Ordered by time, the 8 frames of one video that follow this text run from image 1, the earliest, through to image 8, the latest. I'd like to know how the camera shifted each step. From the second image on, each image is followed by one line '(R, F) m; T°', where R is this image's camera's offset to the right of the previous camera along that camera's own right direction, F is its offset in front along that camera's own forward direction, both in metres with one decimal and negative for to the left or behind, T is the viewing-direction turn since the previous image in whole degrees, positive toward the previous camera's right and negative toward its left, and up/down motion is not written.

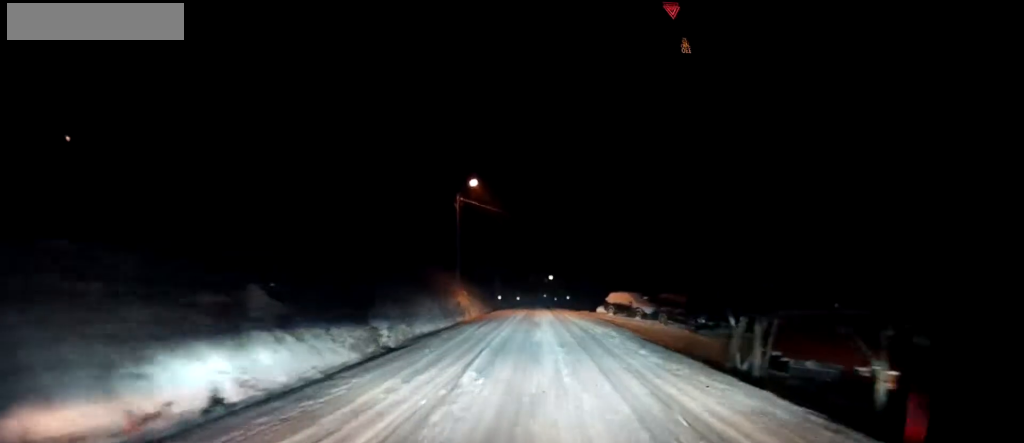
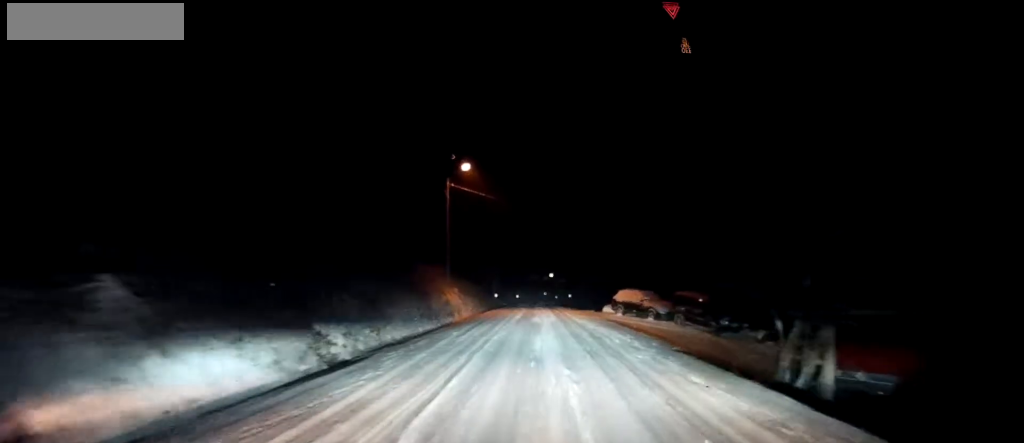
(+0.1, +4.6) m; -1°
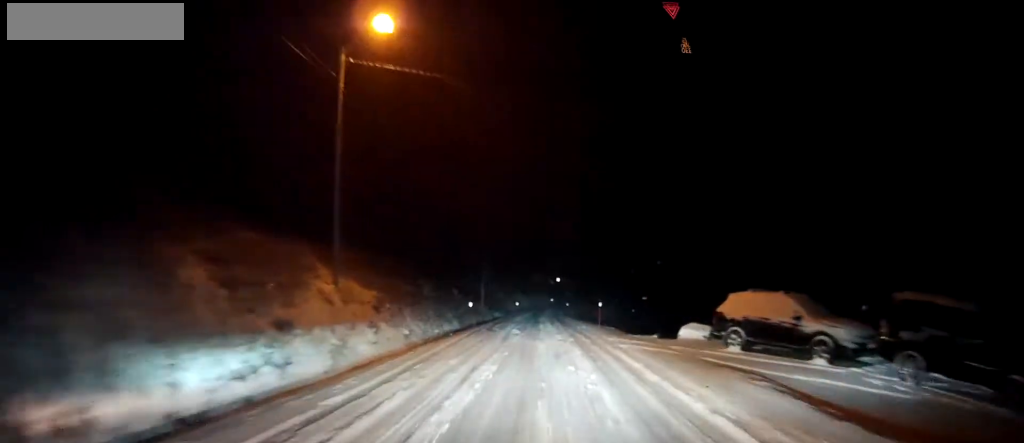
(-0.2, +22.0) m; +1°
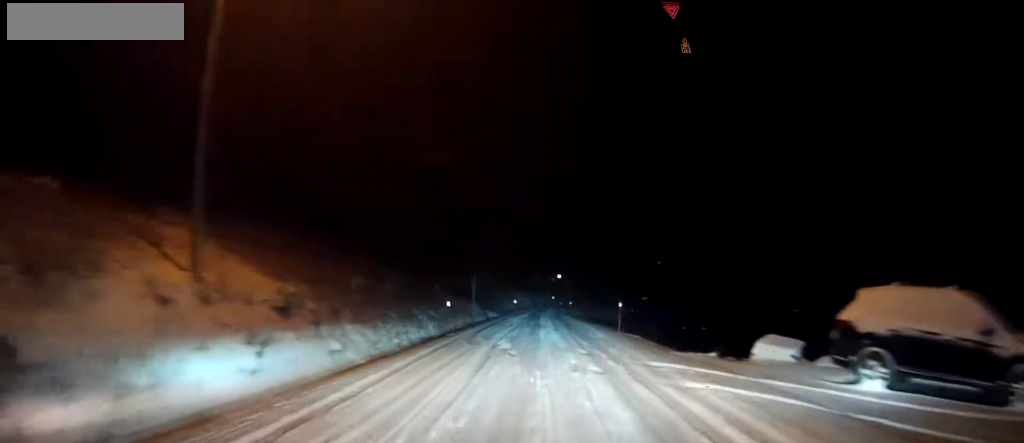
(+0.1, +7.3) m; +1°
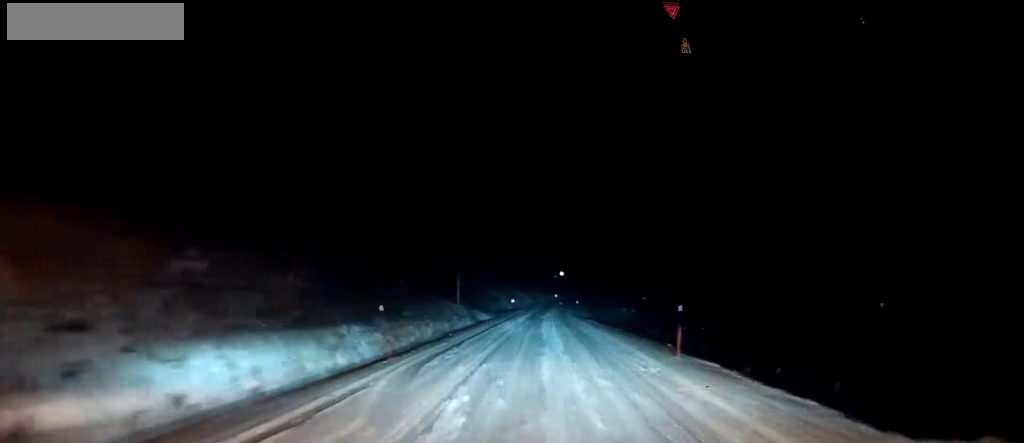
(0.0, +9.6) m; 0°
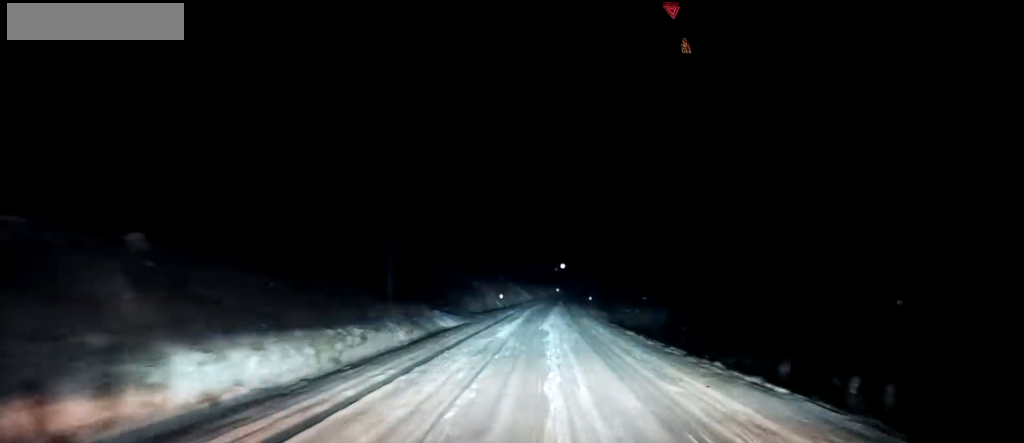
(0.0, +16.9) m; -1°
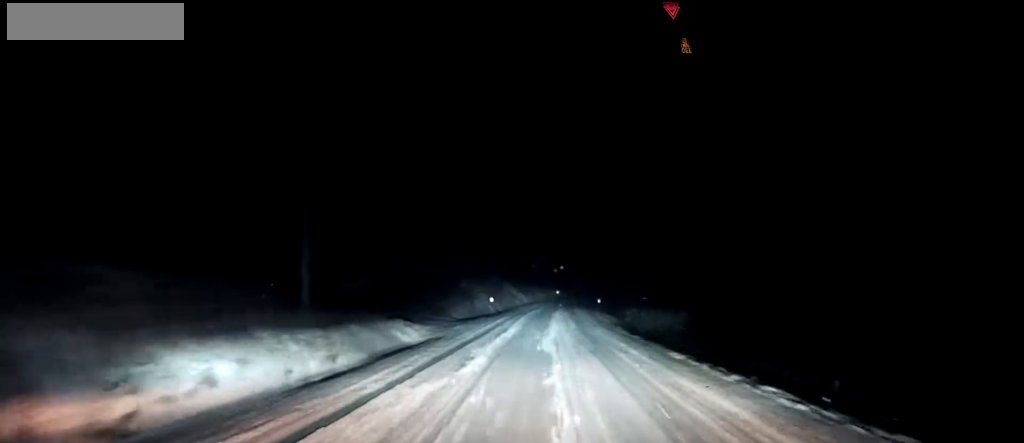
(0.0, +7.3) m; -1°
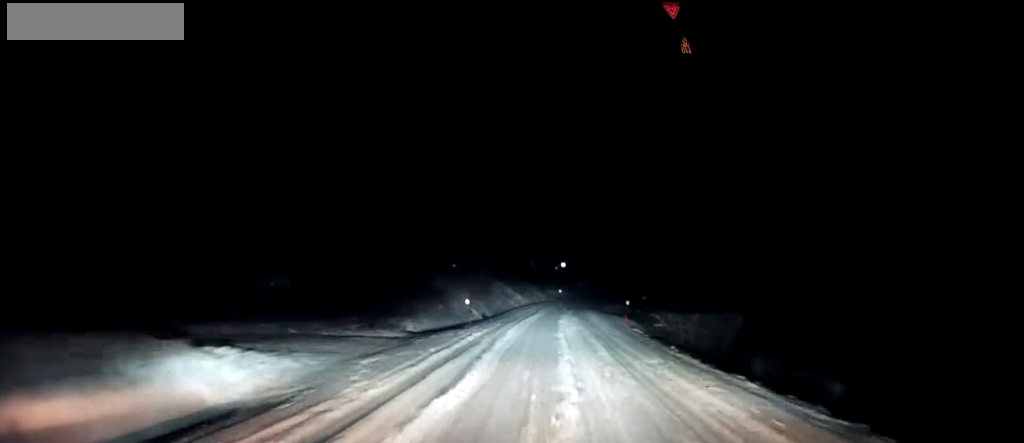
(-0.2, +12.1) m; 0°
